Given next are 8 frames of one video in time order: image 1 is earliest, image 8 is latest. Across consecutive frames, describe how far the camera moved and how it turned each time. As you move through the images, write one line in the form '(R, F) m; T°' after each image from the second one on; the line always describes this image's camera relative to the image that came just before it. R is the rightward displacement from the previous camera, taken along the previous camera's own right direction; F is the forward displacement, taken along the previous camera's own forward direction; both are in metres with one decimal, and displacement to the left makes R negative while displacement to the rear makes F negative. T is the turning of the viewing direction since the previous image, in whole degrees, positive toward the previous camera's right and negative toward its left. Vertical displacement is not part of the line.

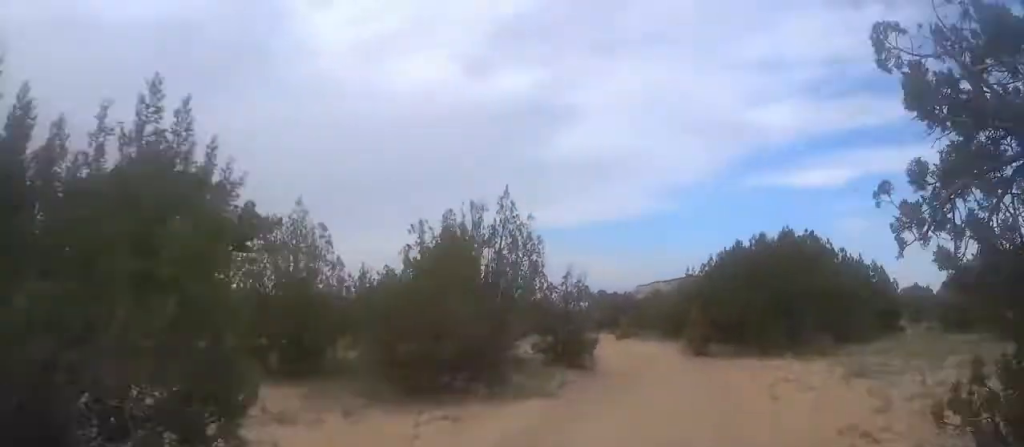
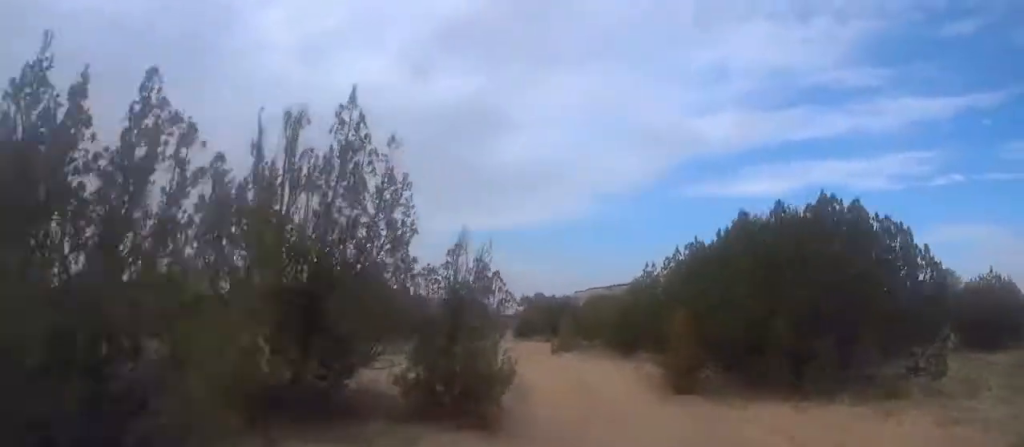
(+0.3, +8.7) m; +2°
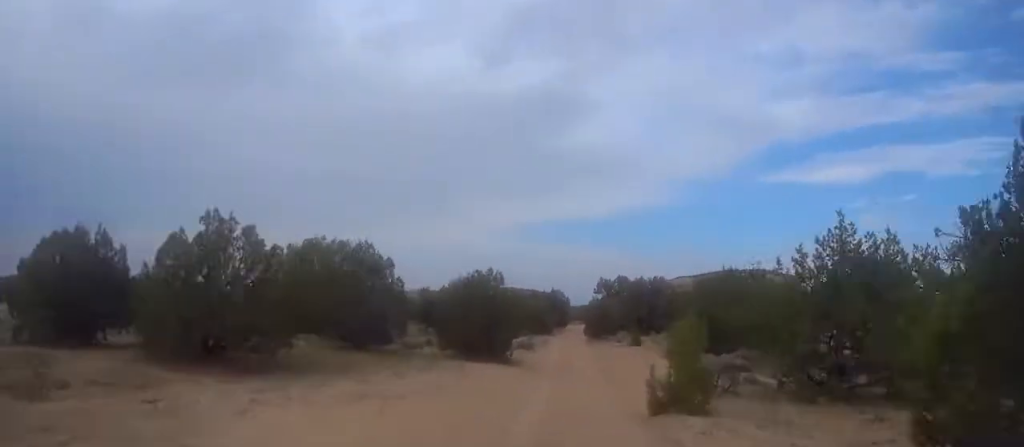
(0.0, +25.0) m; 0°
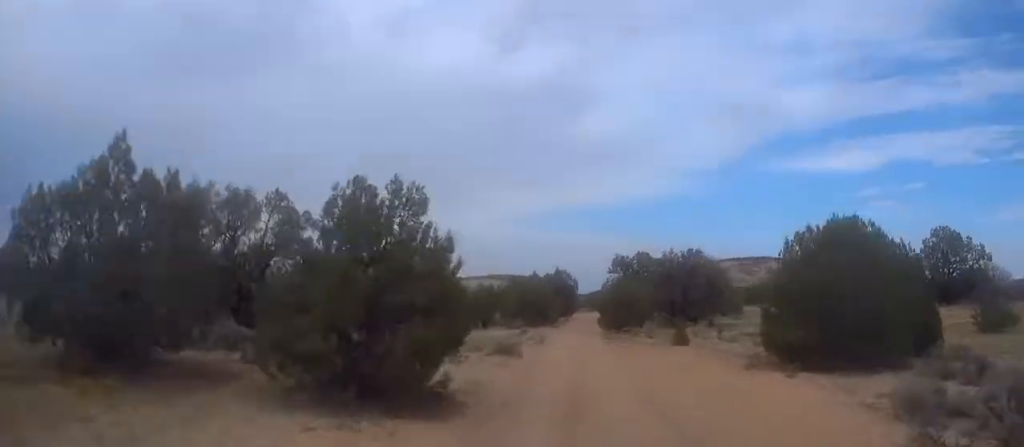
(0.0, +15.8) m; 0°
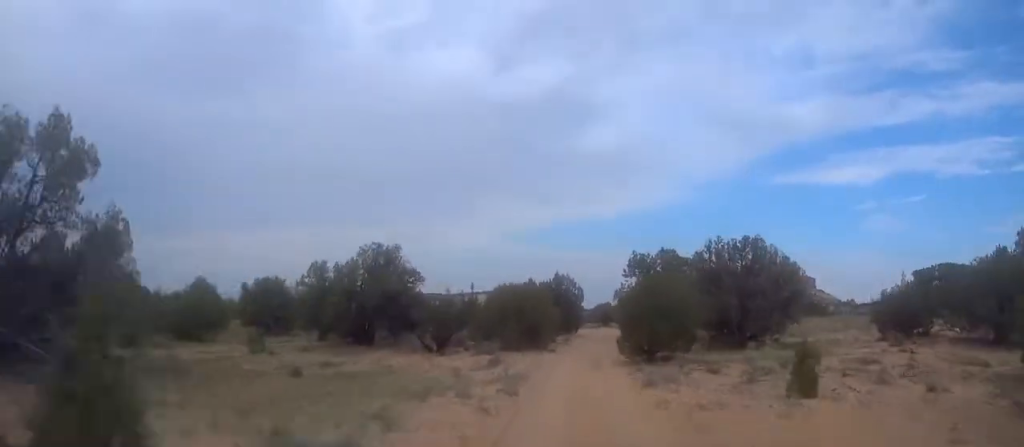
(0.0, +15.2) m; 0°
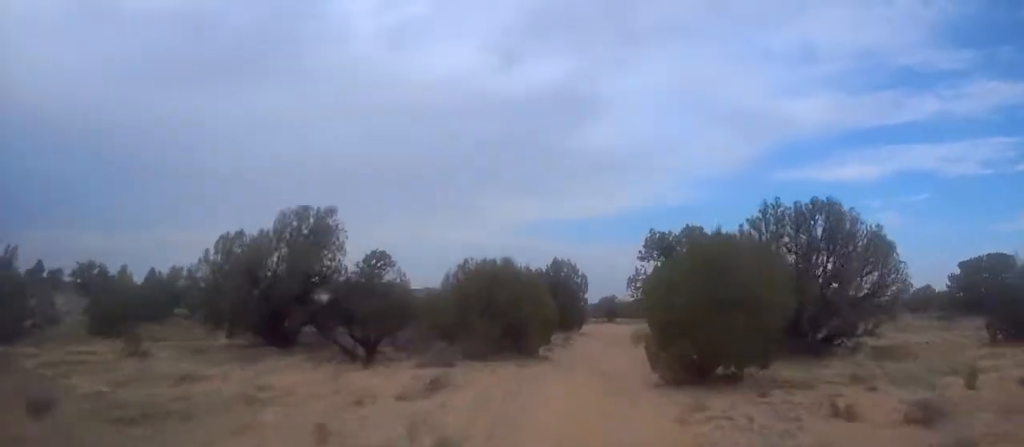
(0.0, +10.0) m; 0°
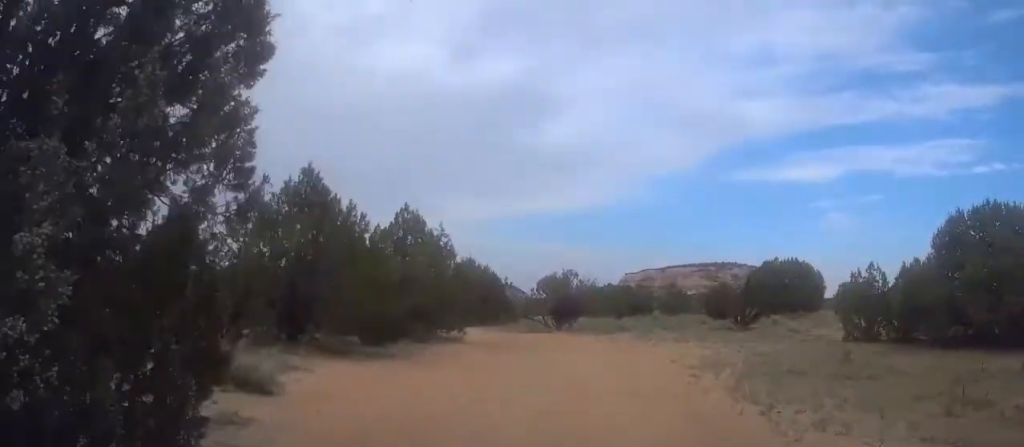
(+0.9, +44.7) m; +3°
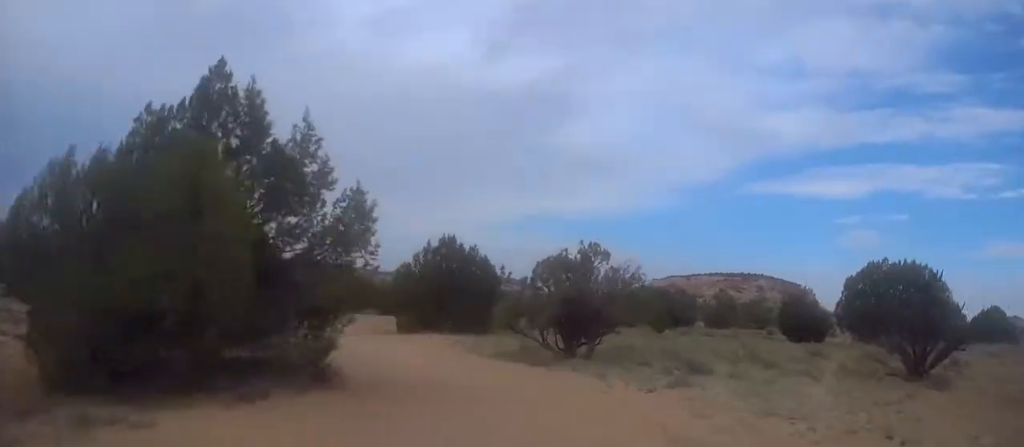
(+0.1, +19.0) m; -4°
